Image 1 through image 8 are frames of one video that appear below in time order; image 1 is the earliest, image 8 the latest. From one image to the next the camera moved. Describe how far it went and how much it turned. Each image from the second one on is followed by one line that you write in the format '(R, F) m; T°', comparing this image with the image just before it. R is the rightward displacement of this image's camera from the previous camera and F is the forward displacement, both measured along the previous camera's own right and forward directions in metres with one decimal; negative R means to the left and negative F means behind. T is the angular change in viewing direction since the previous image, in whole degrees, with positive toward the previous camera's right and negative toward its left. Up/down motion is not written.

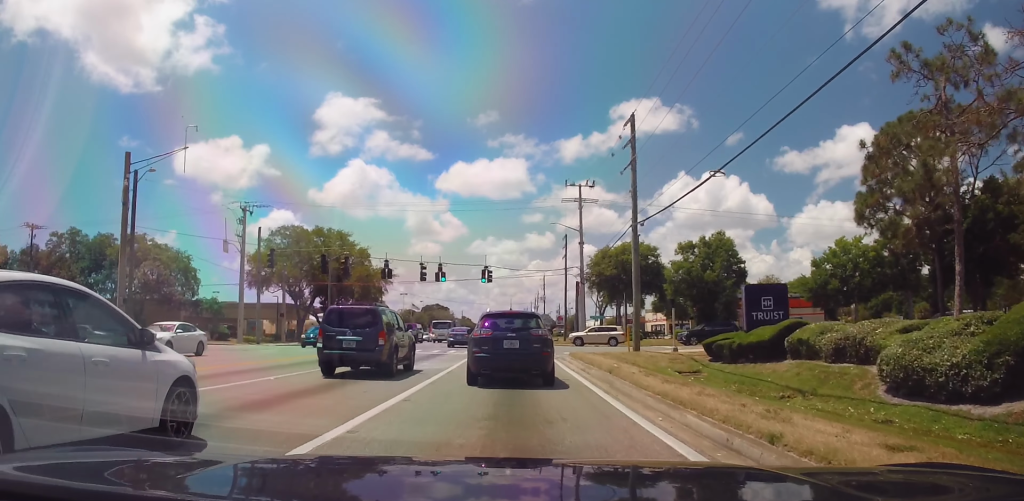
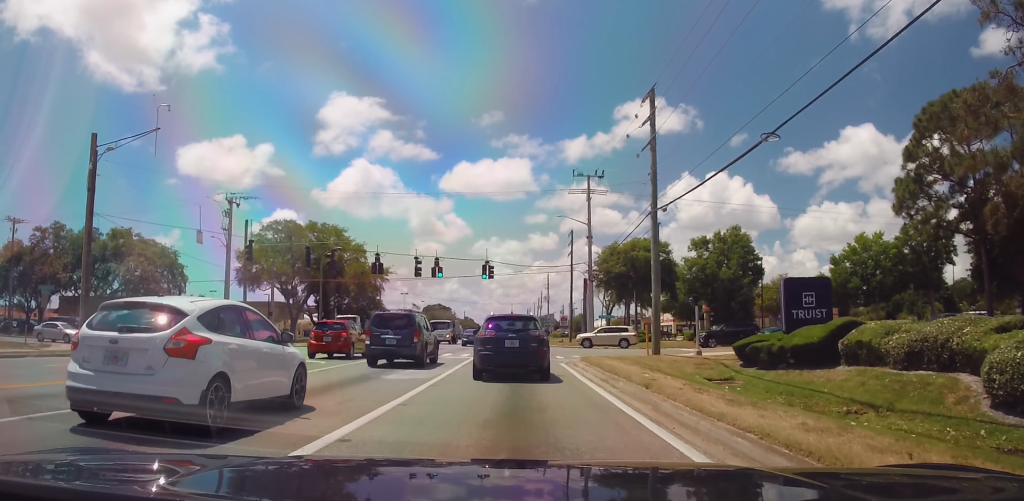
(0.0, +3.6) m; 0°
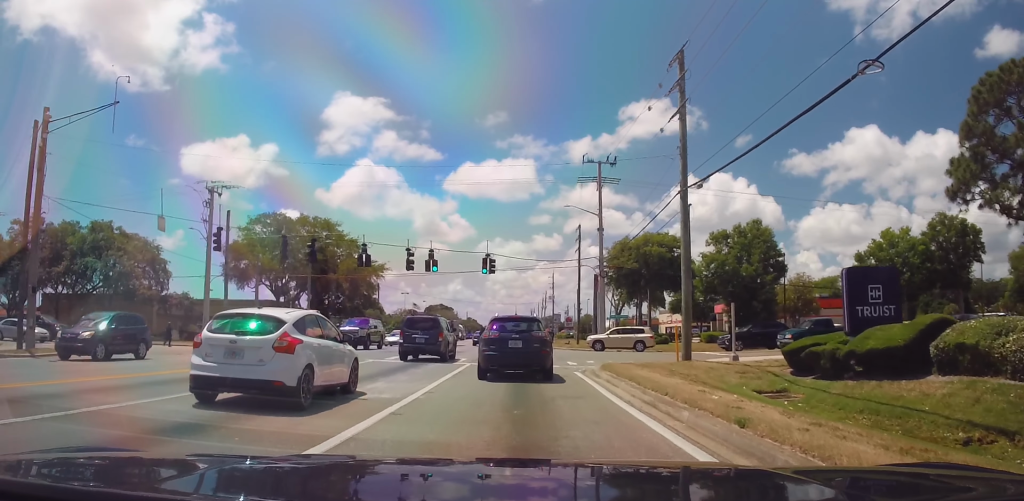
(0.0, +4.2) m; 0°
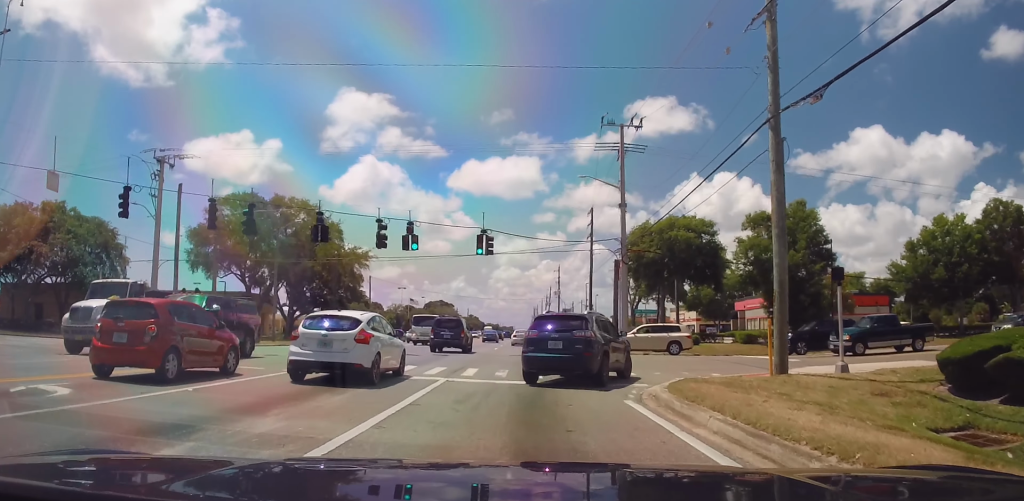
(0.0, +7.8) m; 0°
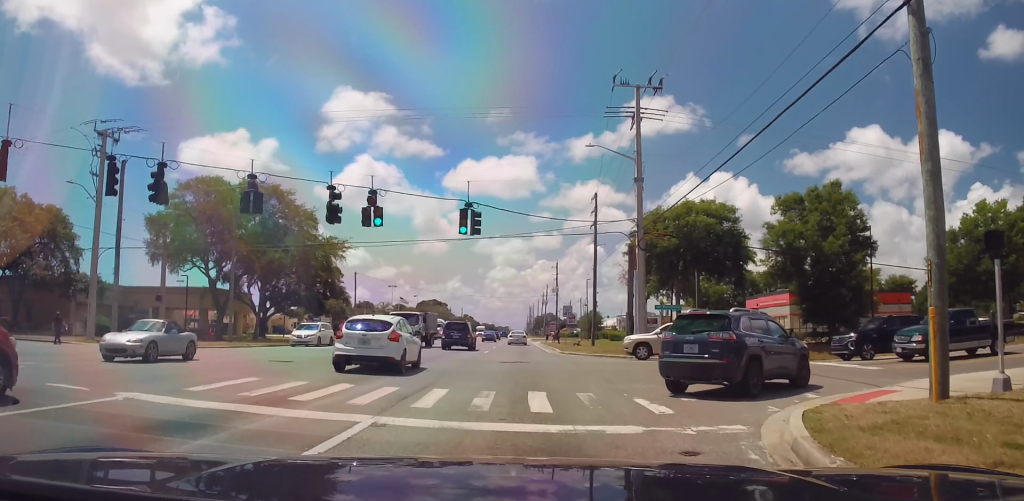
(0.0, +6.6) m; 0°
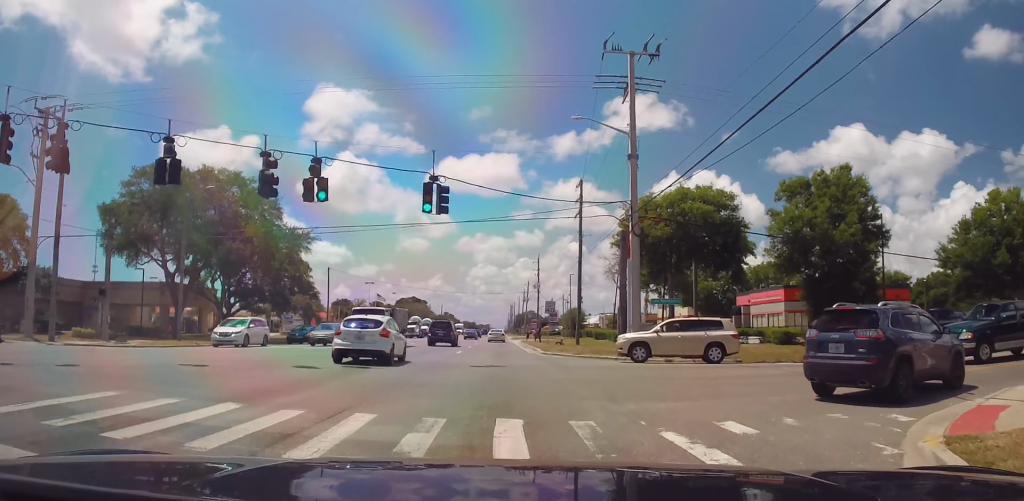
(0.0, +4.1) m; +2°
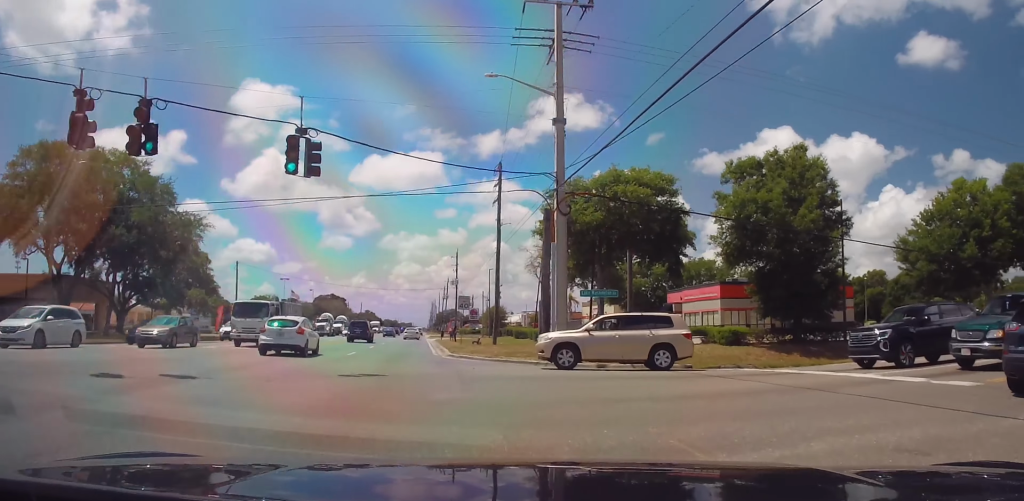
(+0.2, +5.0) m; +8°
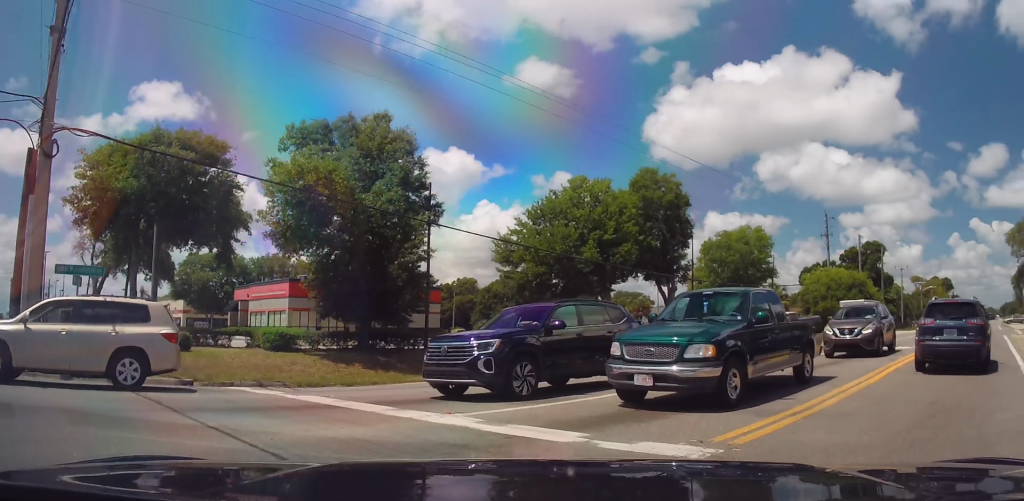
(+1.3, +7.4) m; +32°
